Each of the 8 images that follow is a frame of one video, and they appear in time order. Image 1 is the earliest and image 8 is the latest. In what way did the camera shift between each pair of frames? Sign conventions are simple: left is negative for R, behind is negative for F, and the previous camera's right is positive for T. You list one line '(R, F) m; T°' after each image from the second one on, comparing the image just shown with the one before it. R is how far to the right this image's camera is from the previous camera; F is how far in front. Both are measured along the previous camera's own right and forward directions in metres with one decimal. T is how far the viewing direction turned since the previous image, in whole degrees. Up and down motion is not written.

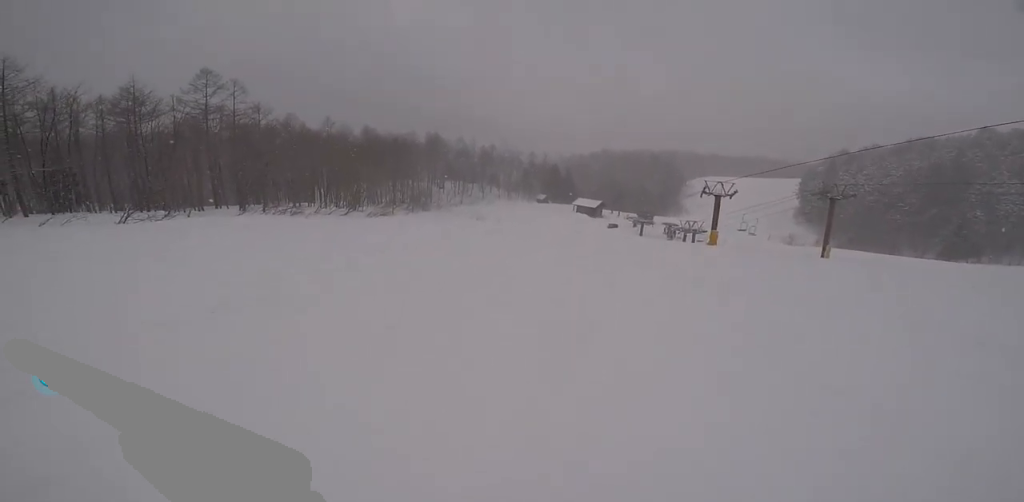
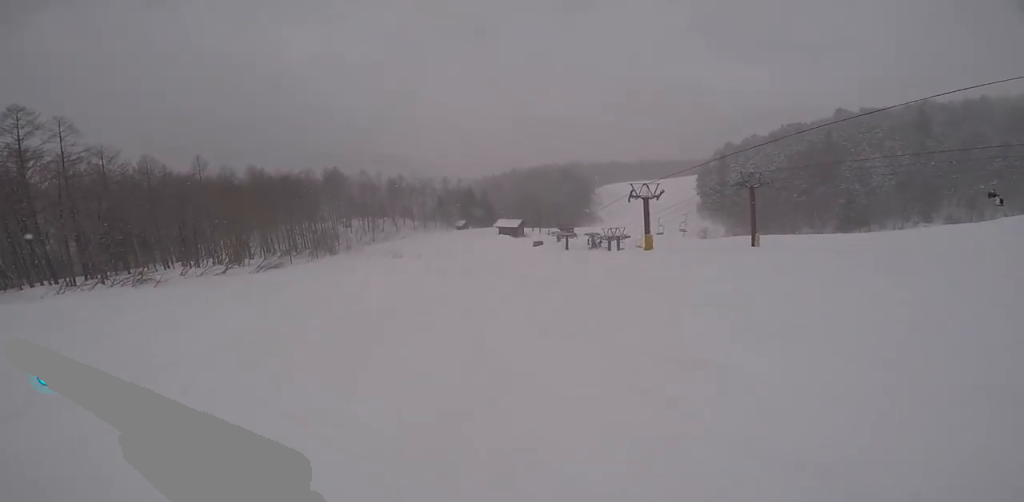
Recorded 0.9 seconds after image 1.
(-1.2, +4.5) m; +8°
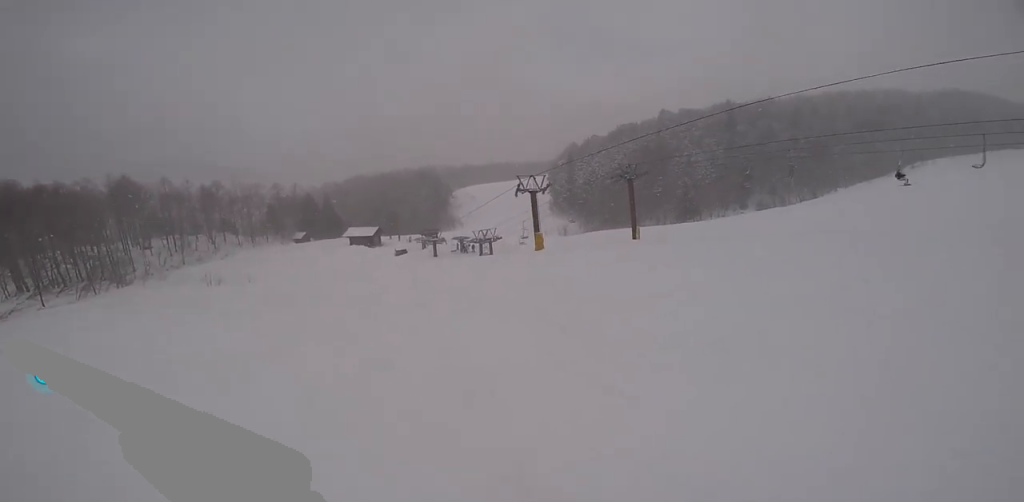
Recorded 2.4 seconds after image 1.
(+3.7, +6.4) m; +29°
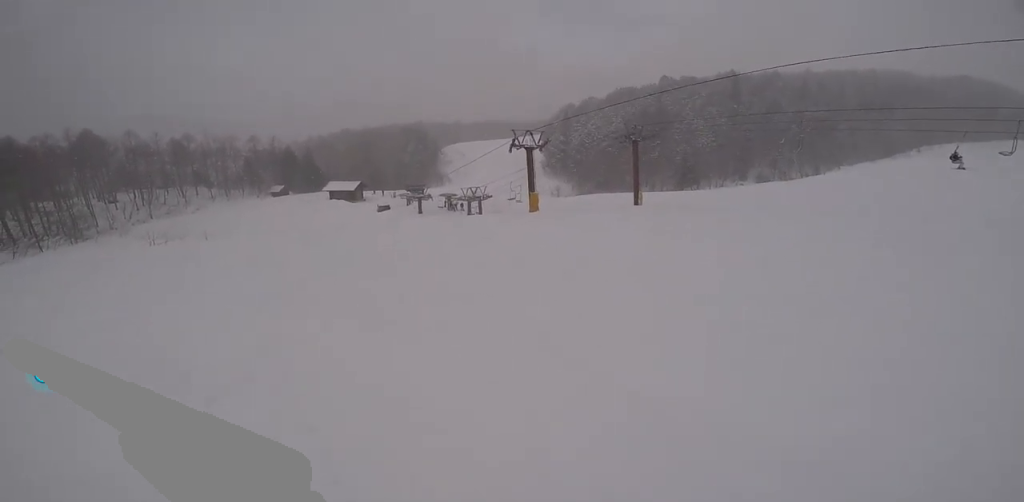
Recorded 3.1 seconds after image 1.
(+0.3, +3.8) m; -7°
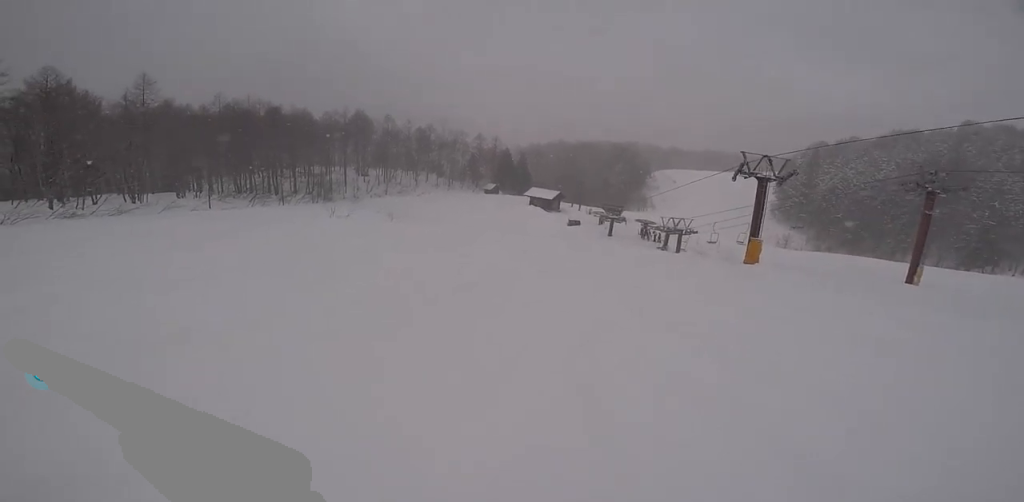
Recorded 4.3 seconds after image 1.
(-1.7, +6.5) m; -15°
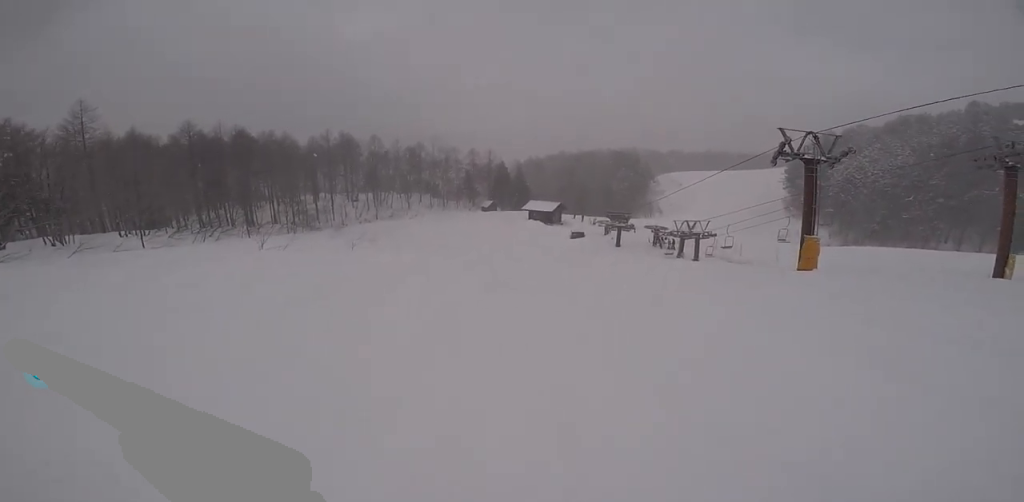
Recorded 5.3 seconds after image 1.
(-0.1, +6.6) m; -1°
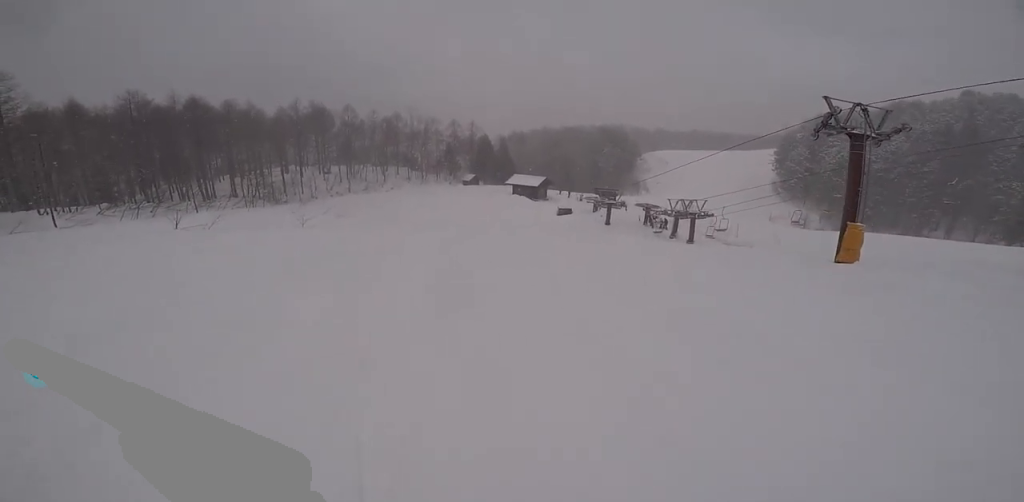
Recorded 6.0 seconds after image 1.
(0.0, +4.1) m; -1°
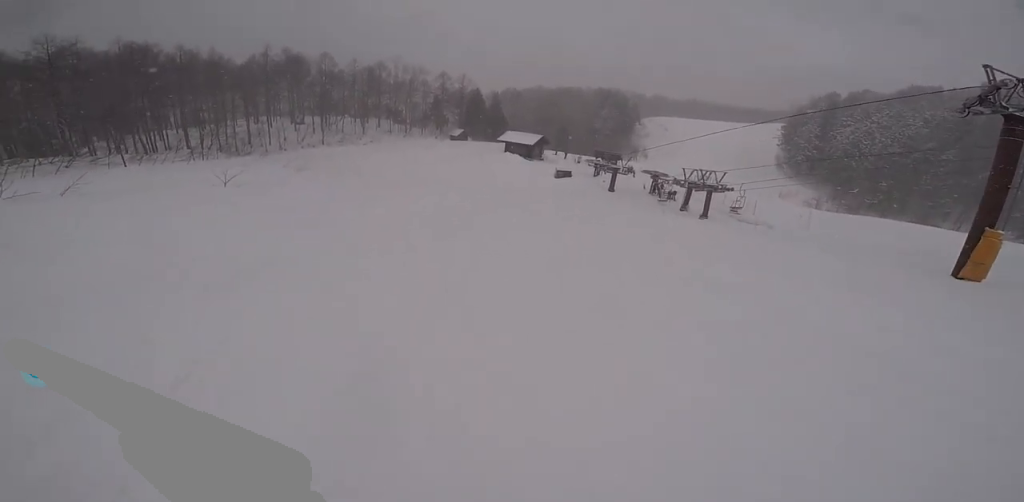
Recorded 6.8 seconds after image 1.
(-0.1, +6.1) m; -5°
